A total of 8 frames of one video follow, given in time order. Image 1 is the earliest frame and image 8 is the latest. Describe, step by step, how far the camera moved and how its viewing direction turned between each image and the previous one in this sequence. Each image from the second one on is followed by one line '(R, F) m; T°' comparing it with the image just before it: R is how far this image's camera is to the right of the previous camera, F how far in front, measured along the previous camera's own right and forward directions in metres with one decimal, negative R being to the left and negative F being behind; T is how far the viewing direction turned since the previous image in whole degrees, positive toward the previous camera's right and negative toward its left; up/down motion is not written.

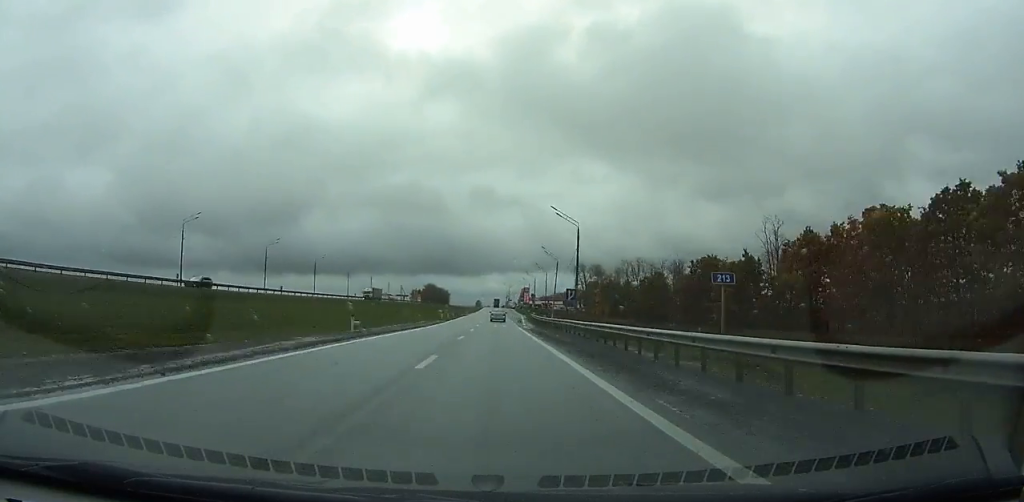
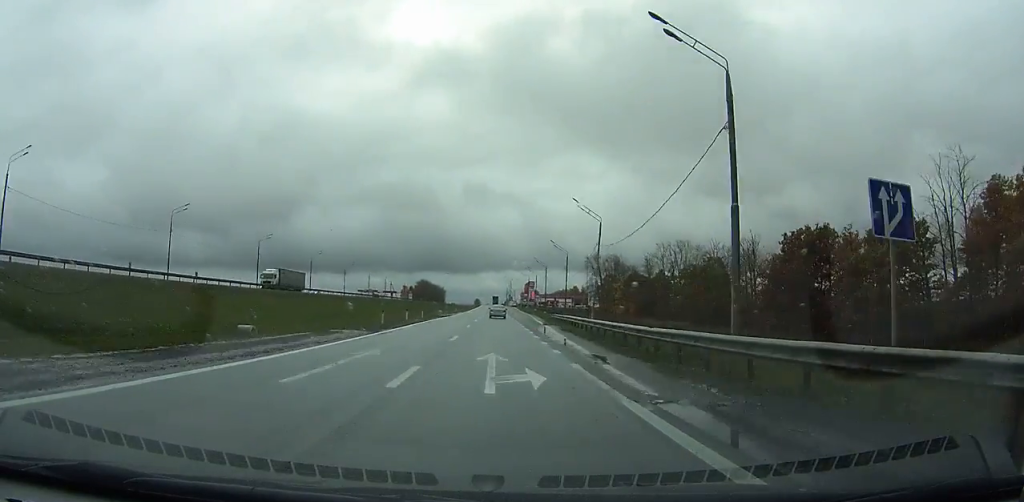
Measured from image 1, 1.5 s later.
(0.0, +39.4) m; 0°
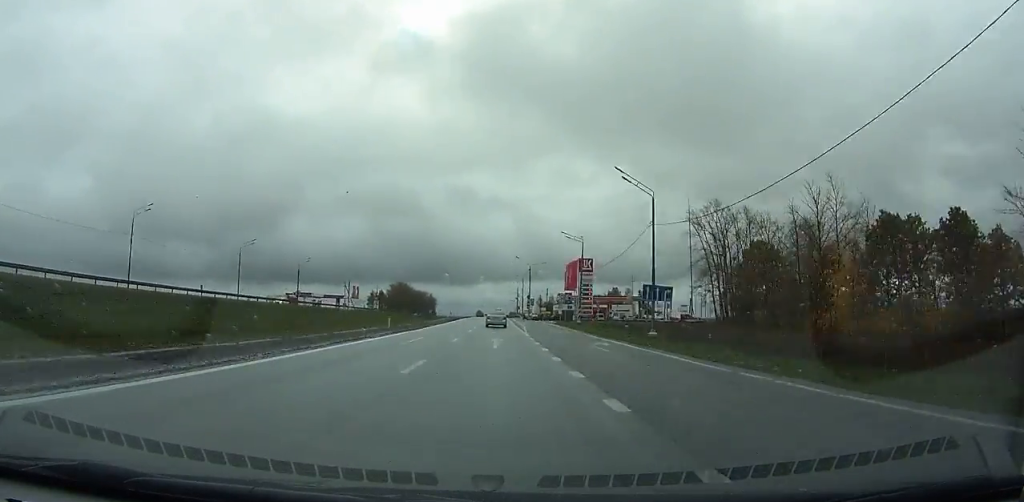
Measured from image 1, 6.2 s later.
(+0.3, +120.4) m; 0°
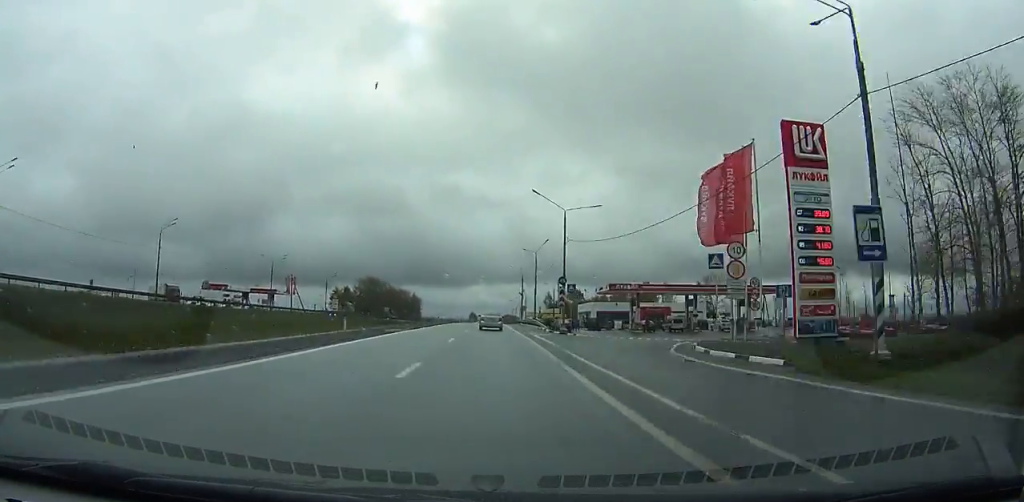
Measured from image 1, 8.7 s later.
(+0.1, +60.9) m; 0°
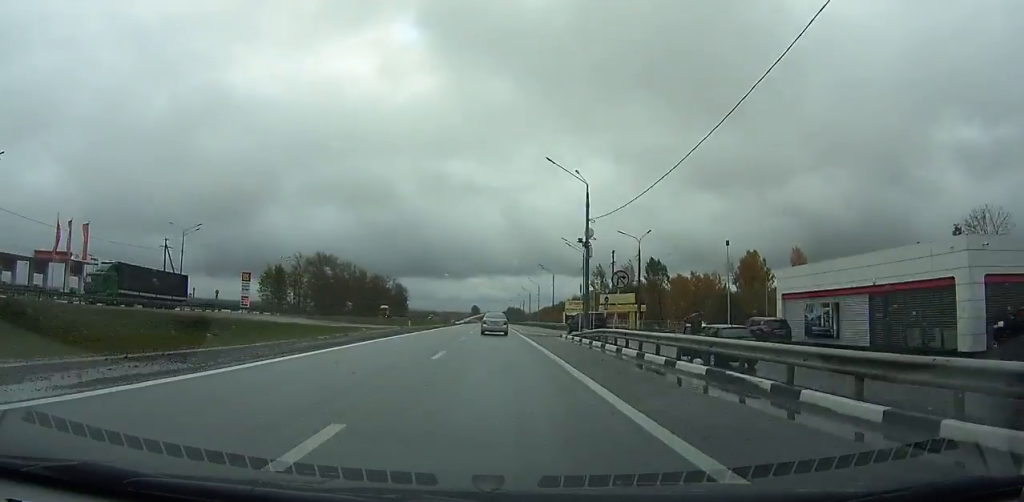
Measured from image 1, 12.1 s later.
(-0.2, +80.3) m; 0°
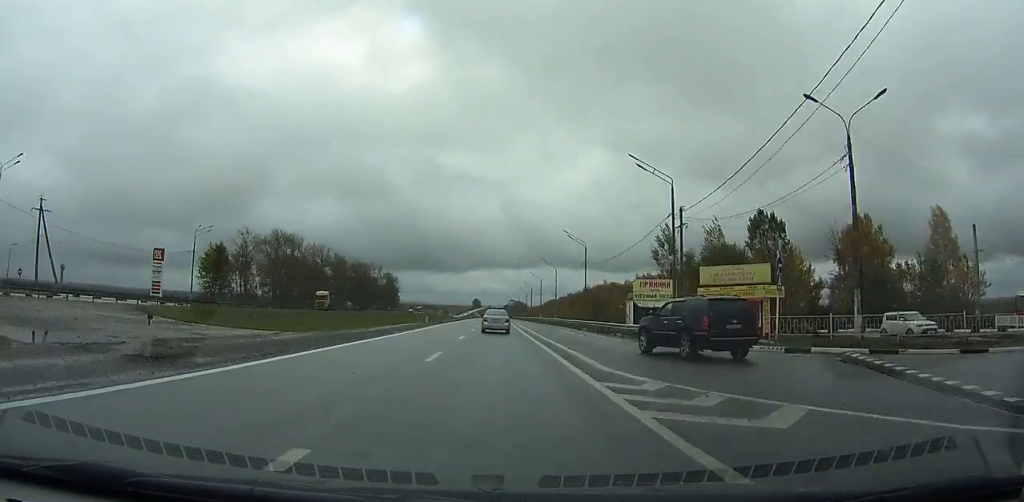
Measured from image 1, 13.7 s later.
(-0.1, +37.3) m; 0°
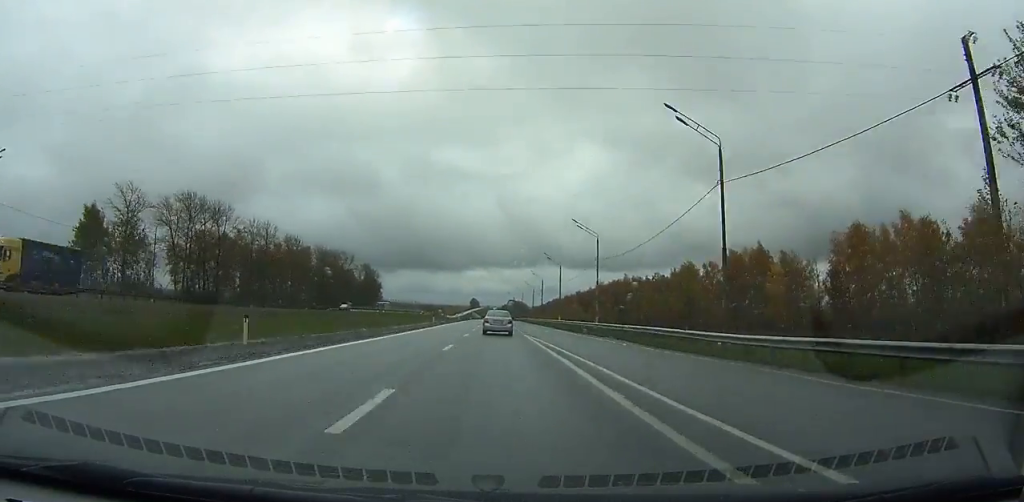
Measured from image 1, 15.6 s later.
(0.0, +44.4) m; 0°
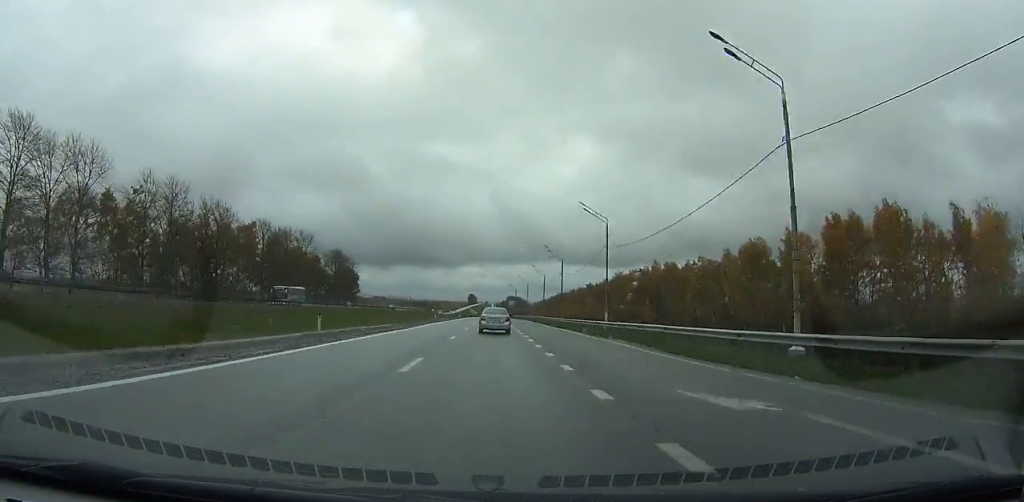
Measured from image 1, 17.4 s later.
(+0.2, +42.1) m; 0°
